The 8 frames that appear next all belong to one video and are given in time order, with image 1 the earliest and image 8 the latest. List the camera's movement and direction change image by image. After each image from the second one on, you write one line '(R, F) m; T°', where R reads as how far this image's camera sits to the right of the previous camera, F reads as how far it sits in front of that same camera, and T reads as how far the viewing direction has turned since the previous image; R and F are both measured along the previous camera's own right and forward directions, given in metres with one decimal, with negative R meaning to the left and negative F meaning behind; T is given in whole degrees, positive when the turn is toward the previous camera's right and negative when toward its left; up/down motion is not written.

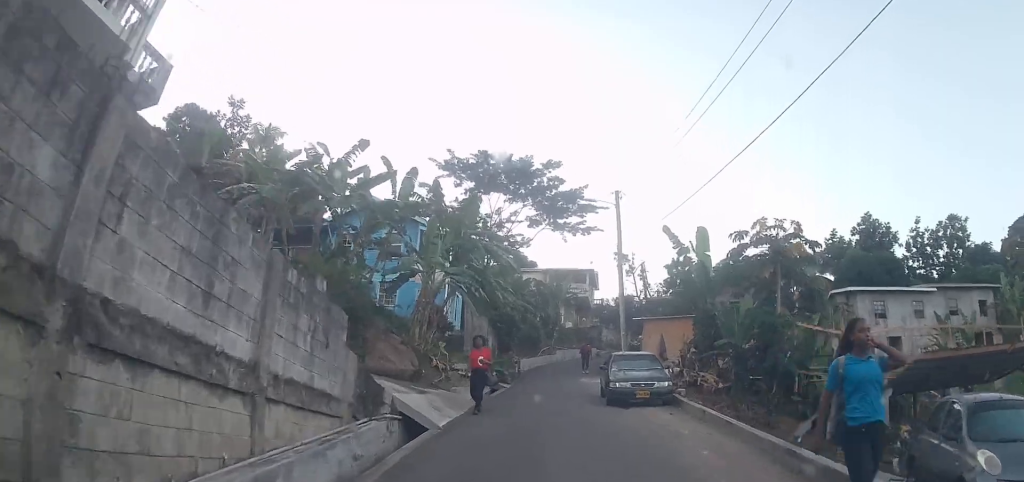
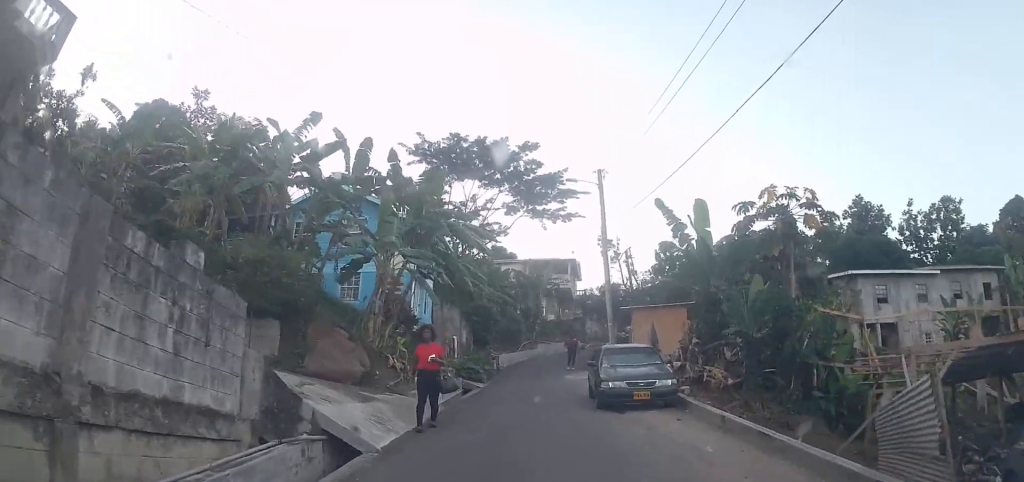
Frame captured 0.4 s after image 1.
(-0.1, +2.5) m; -1°
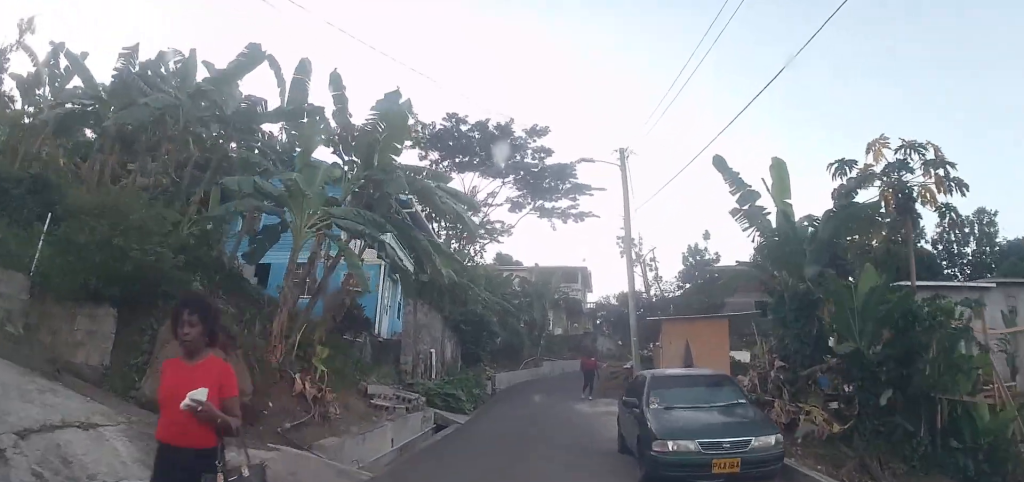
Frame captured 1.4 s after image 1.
(+0.1, +5.5) m; +2°
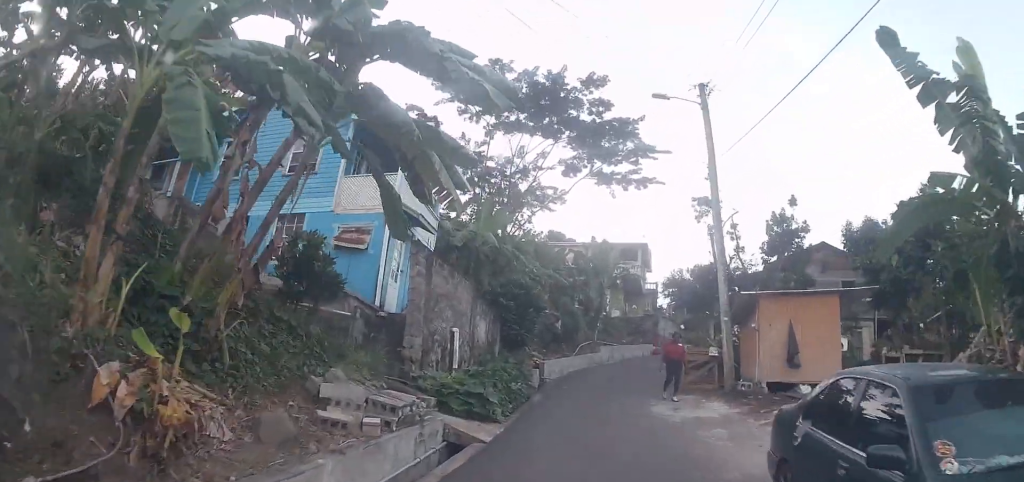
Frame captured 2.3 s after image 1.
(0.0, +4.9) m; +3°
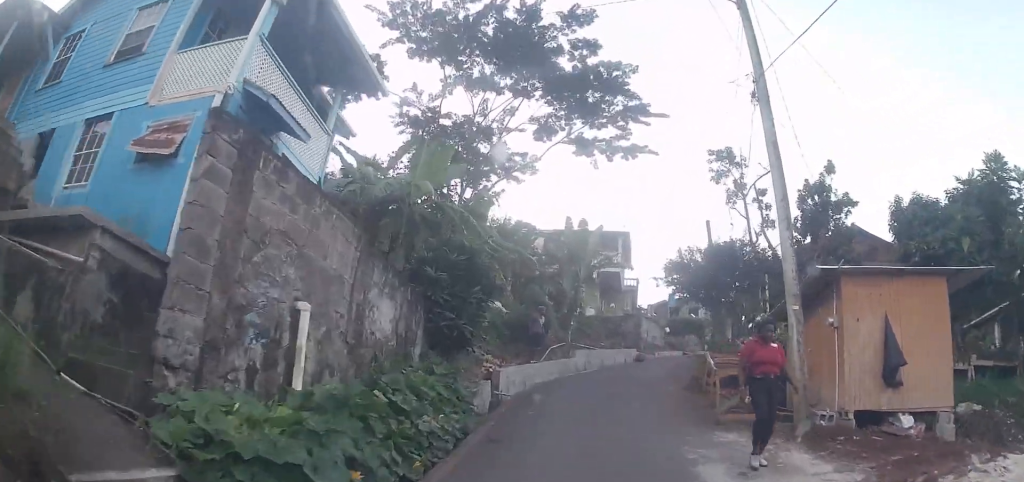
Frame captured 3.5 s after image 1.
(+0.2, +5.8) m; -1°
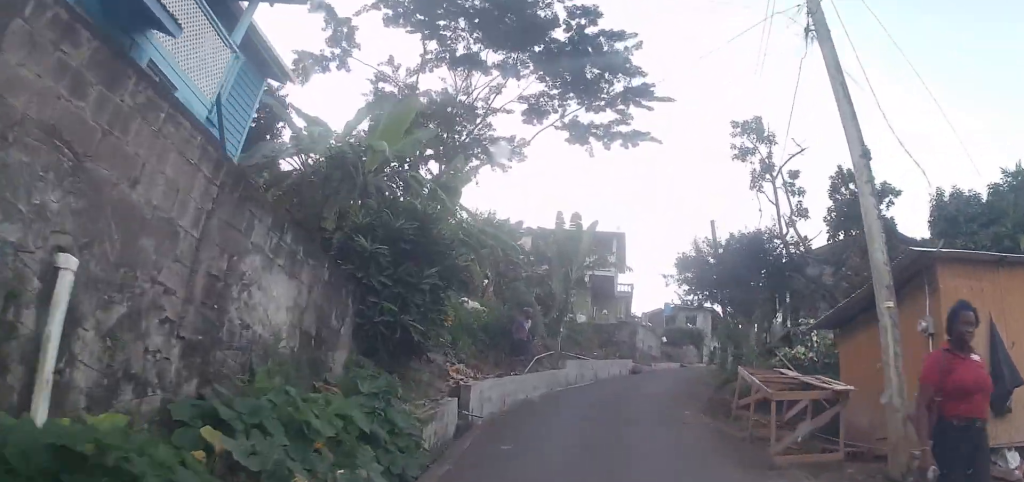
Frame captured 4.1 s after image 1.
(-0.1, +2.8) m; -3°
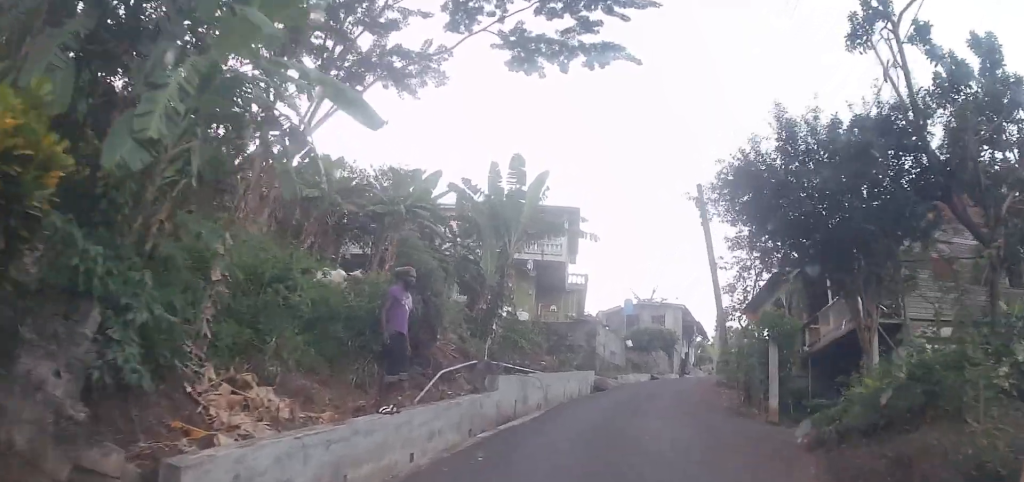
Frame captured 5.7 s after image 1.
(-0.3, +9.2) m; +1°
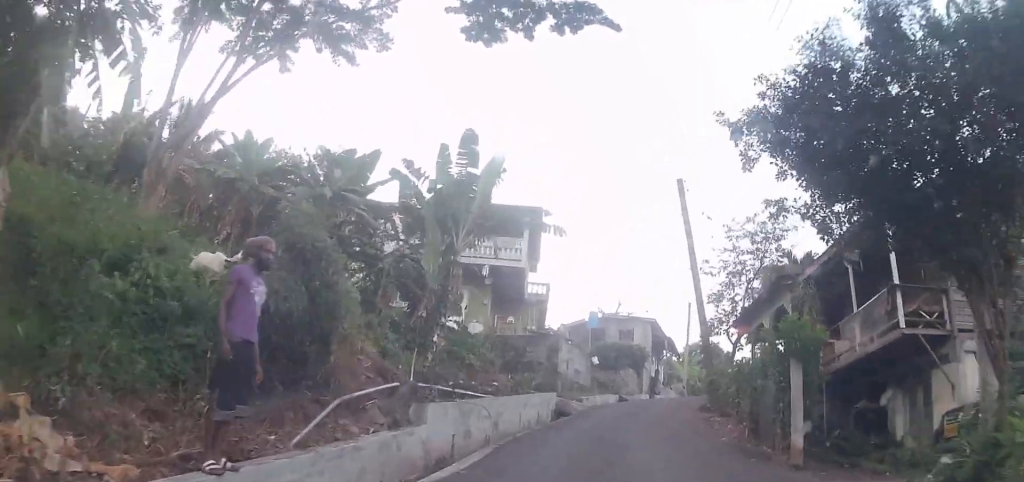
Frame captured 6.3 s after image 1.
(-0.1, +3.6) m; +4°
